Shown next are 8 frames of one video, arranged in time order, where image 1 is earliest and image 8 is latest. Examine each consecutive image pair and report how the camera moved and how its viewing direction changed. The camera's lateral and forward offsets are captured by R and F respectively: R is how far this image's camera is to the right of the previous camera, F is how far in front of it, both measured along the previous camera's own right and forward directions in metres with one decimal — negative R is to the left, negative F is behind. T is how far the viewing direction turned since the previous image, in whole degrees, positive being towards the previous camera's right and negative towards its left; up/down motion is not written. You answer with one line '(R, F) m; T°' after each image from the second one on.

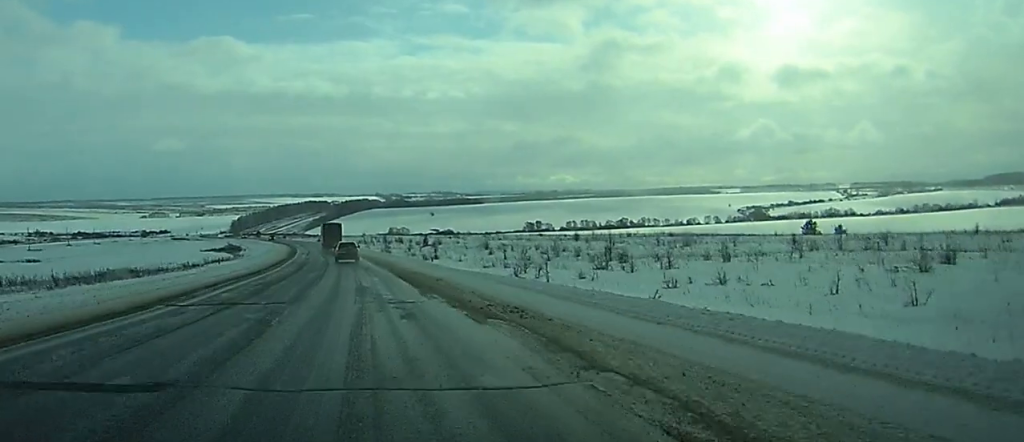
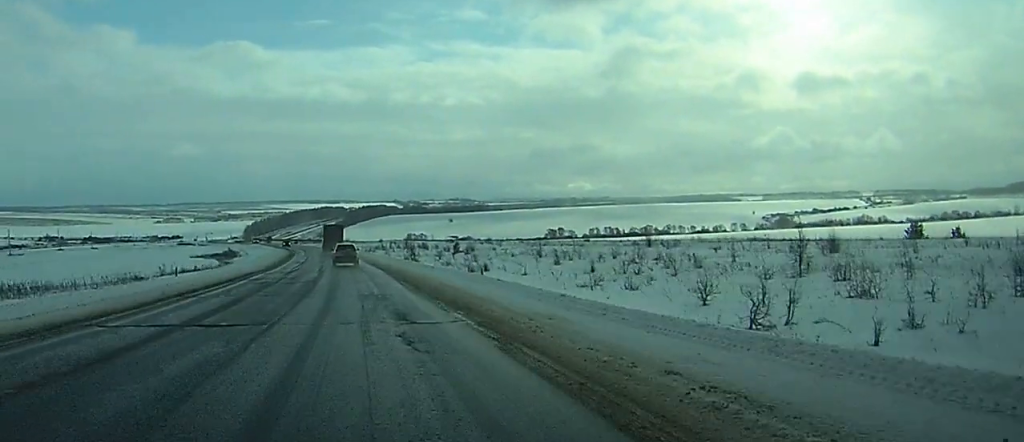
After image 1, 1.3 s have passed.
(-0.1, +34.1) m; 0°
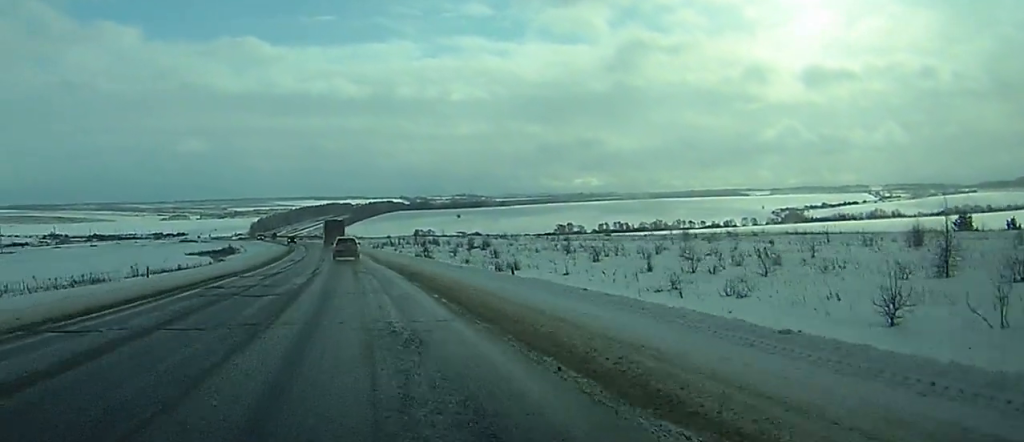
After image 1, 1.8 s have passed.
(0.0, +12.8) m; 0°
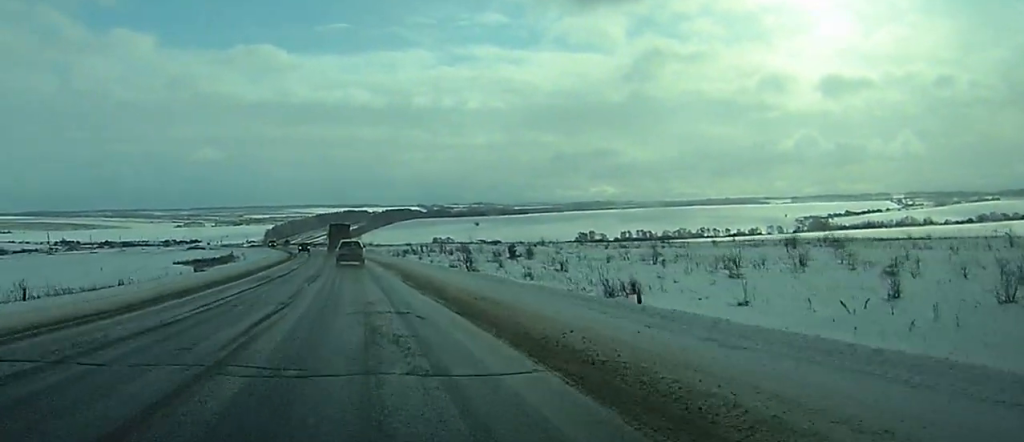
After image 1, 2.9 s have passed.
(-0.1, +27.4) m; -1°
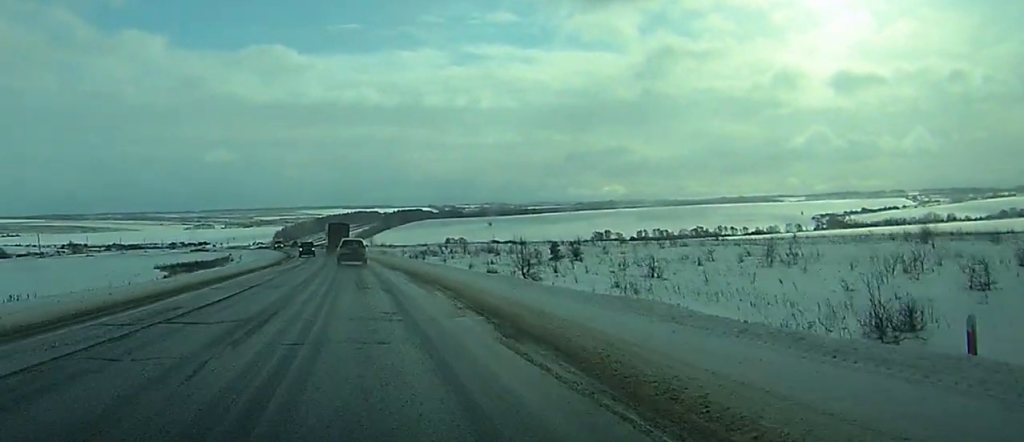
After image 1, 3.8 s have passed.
(-0.3, +22.3) m; -1°
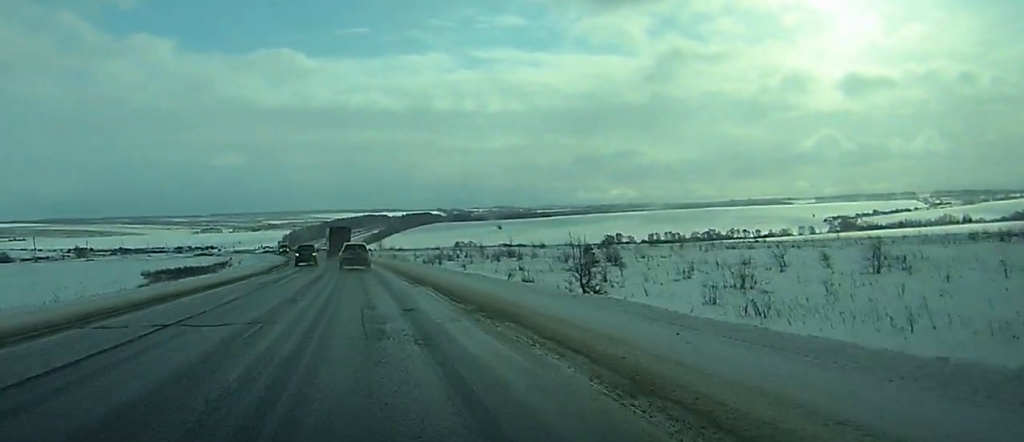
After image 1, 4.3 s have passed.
(0.0, +12.8) m; 0°
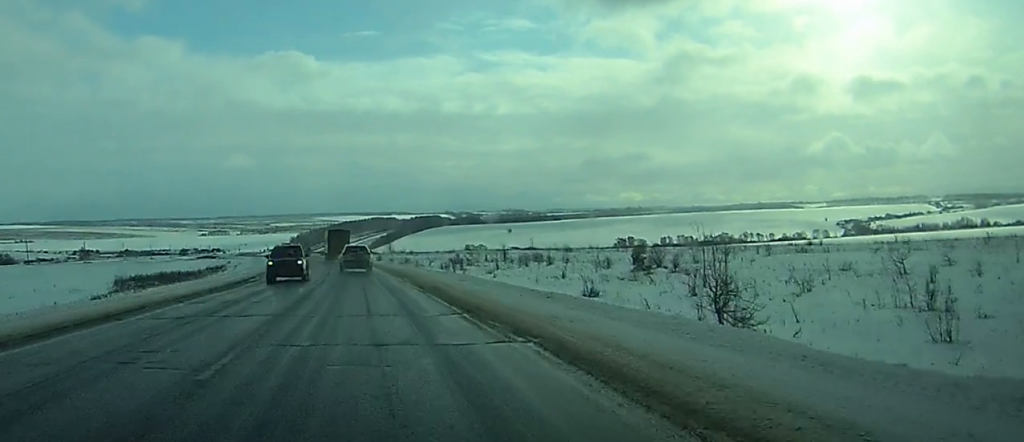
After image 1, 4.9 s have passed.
(0.0, +15.4) m; 0°
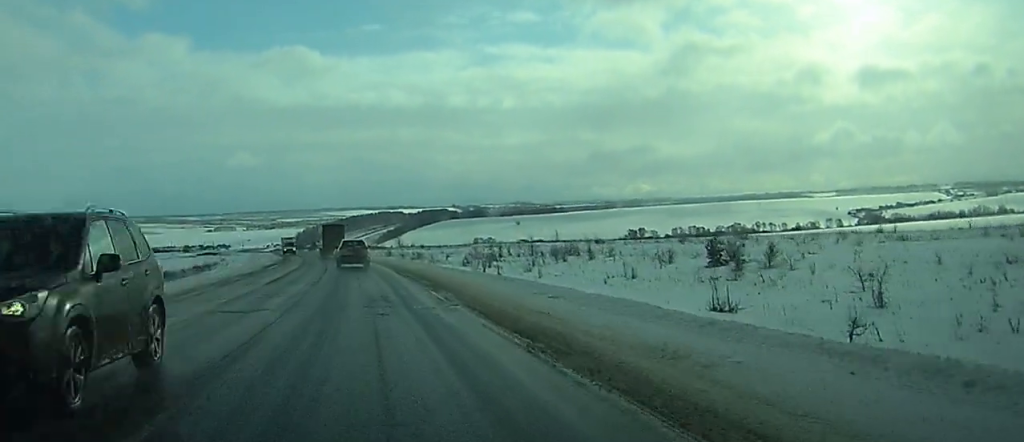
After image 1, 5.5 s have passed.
(-0.2, +17.0) m; -1°
